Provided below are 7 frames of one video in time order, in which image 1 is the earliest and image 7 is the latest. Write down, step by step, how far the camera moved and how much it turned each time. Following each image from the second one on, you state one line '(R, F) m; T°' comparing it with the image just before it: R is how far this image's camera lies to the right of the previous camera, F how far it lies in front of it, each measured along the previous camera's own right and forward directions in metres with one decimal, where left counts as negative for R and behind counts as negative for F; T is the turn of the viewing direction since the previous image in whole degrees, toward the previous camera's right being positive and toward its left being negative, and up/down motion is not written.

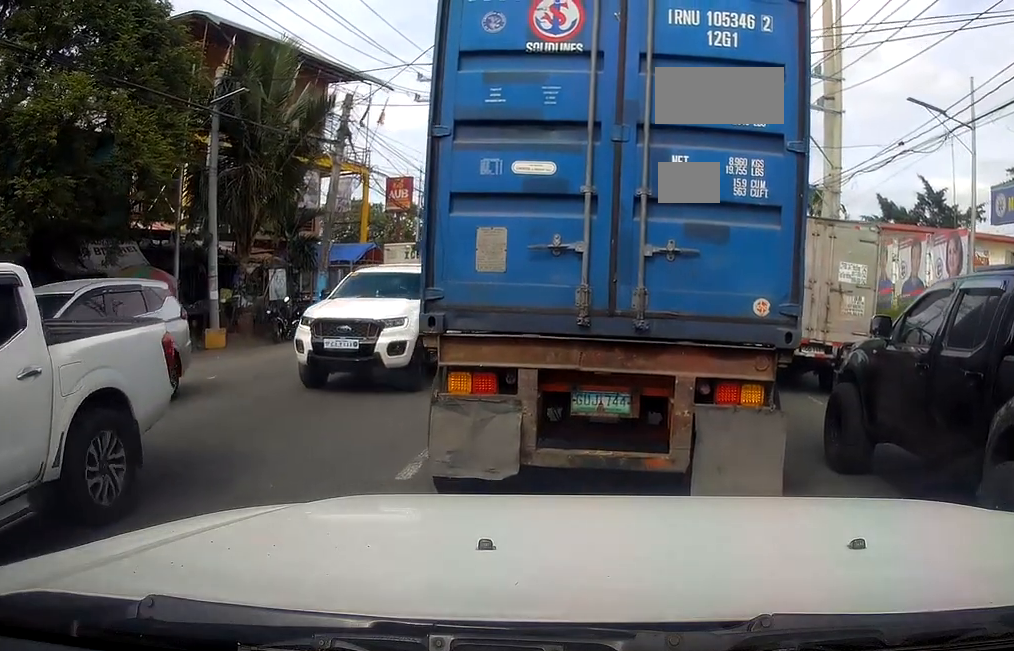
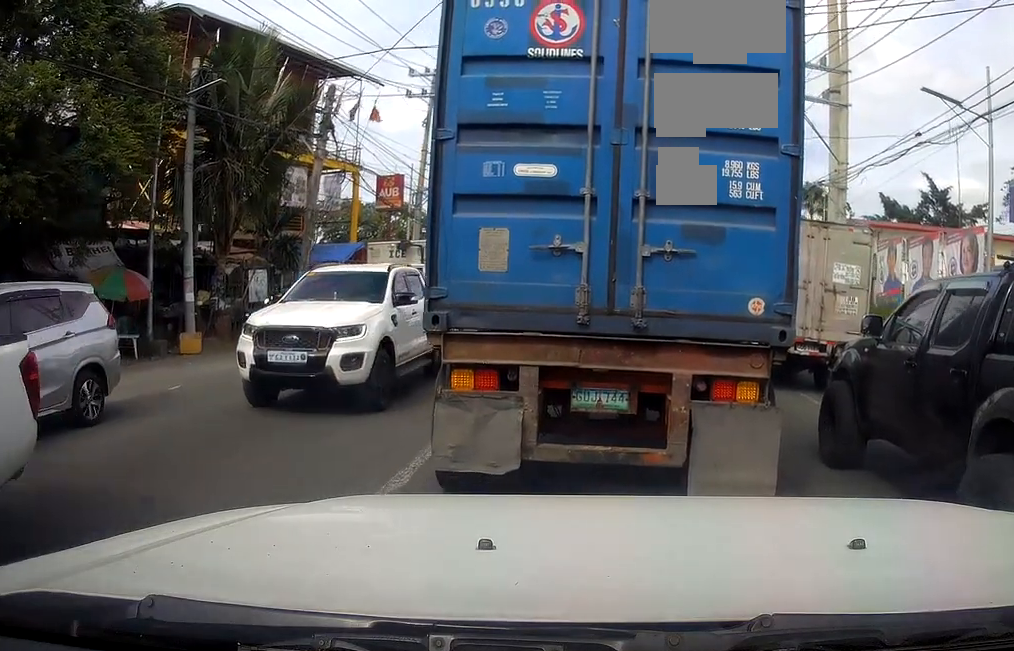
(+0.6, +0.8) m; 0°
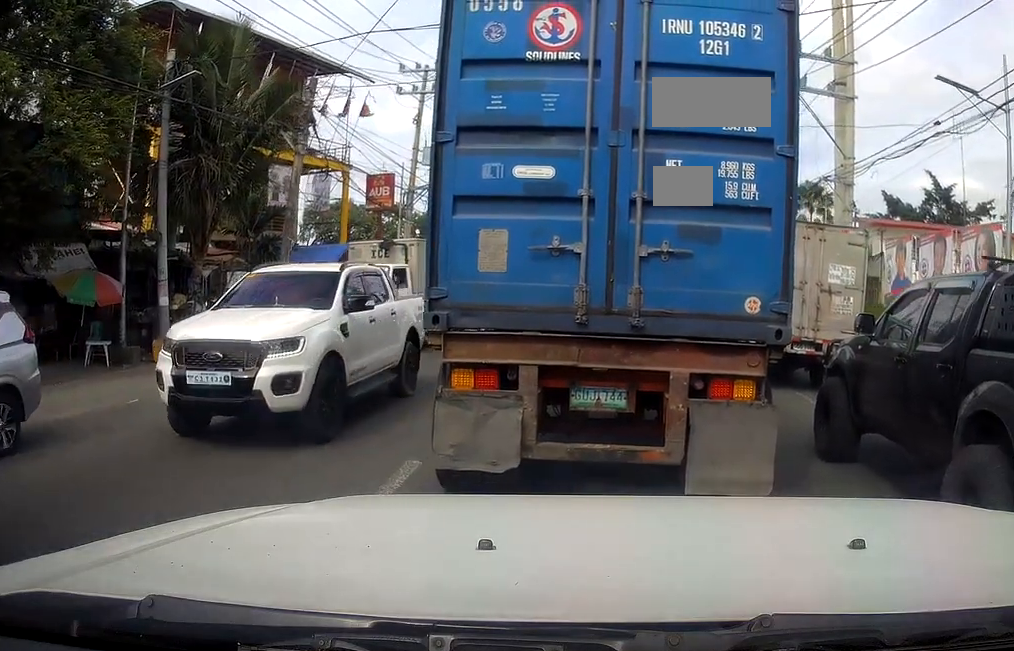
(+0.2, +0.7) m; 0°
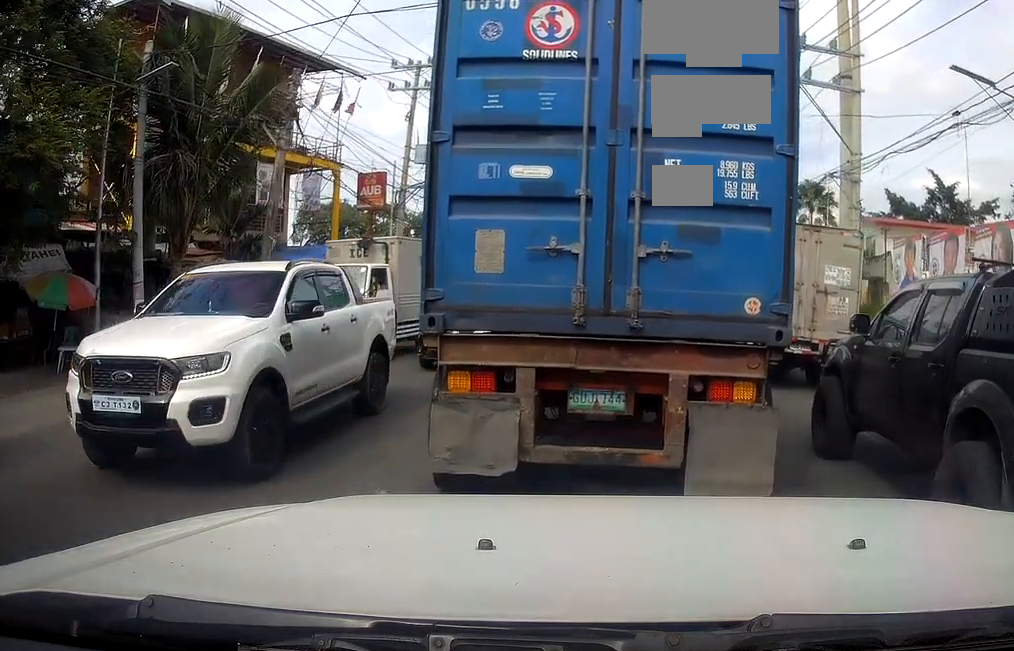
(0.0, +0.6) m; 0°
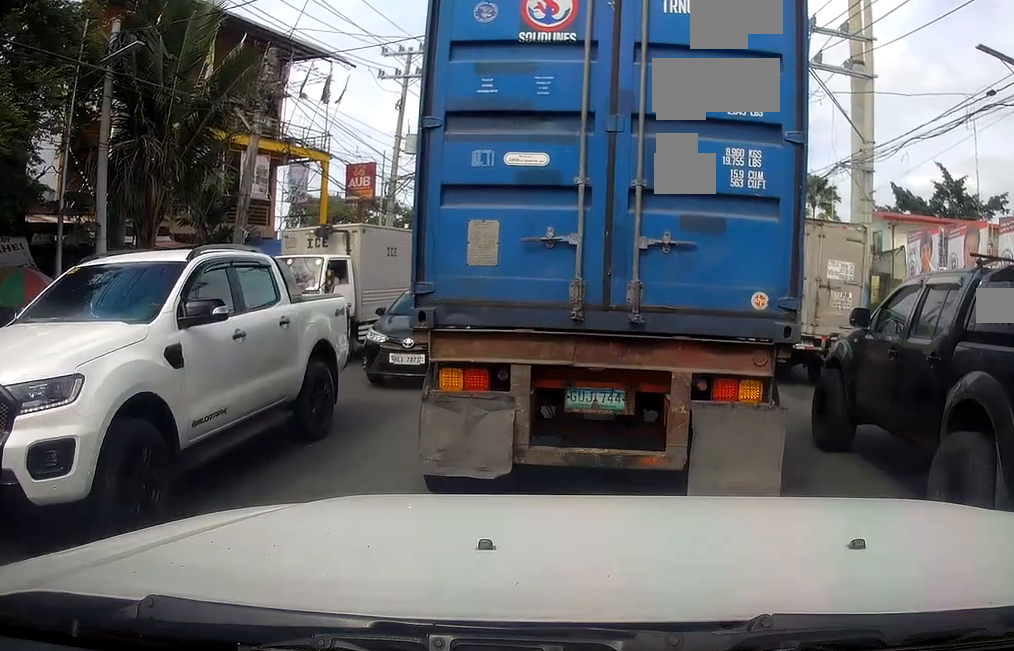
(0.0, +0.1) m; 0°
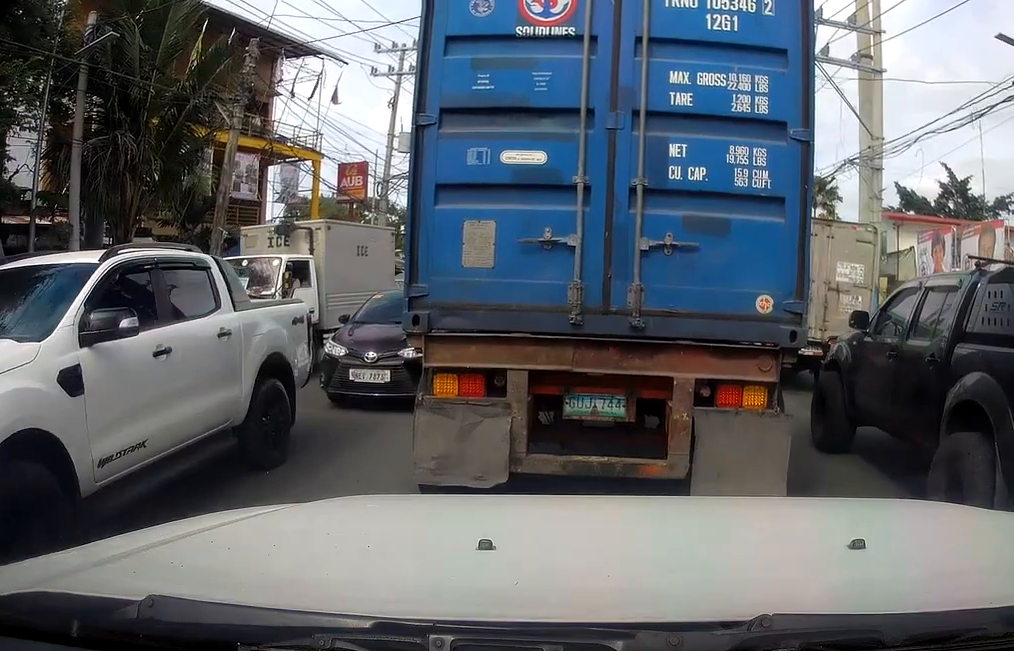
(0.0, +0.3) m; 0°
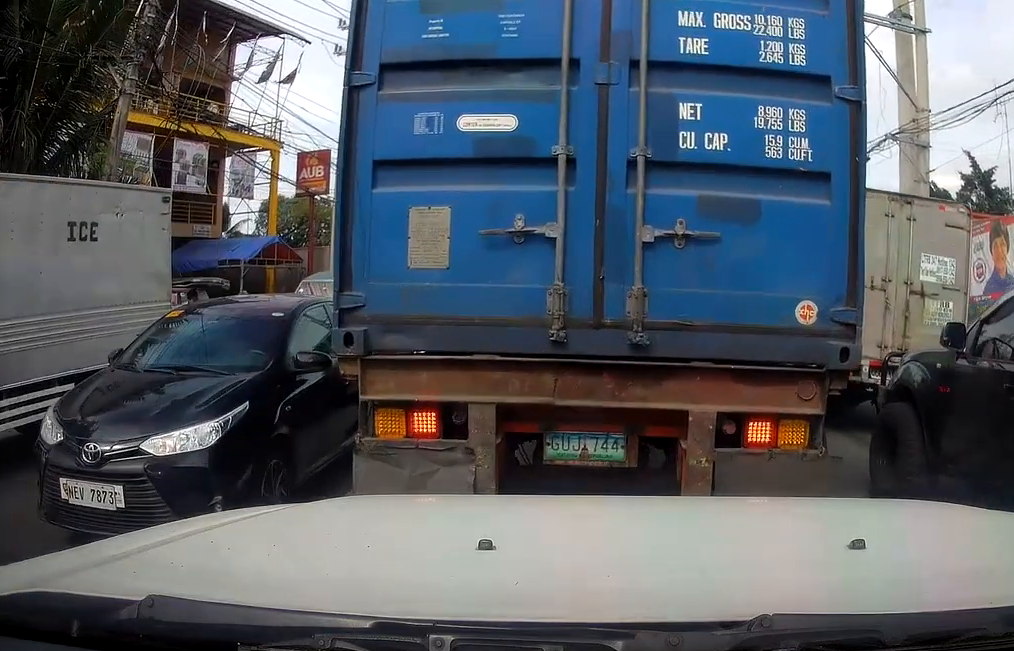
(+0.2, +2.4) m; 0°
